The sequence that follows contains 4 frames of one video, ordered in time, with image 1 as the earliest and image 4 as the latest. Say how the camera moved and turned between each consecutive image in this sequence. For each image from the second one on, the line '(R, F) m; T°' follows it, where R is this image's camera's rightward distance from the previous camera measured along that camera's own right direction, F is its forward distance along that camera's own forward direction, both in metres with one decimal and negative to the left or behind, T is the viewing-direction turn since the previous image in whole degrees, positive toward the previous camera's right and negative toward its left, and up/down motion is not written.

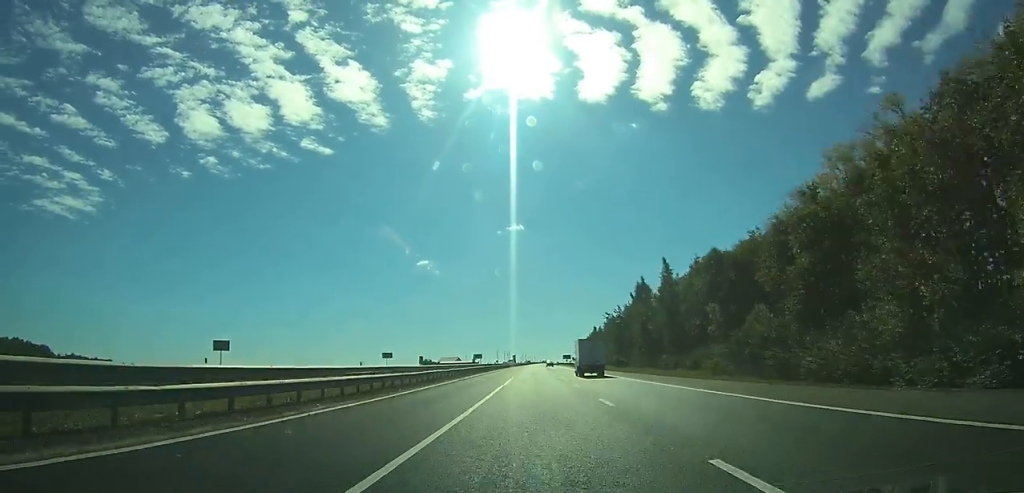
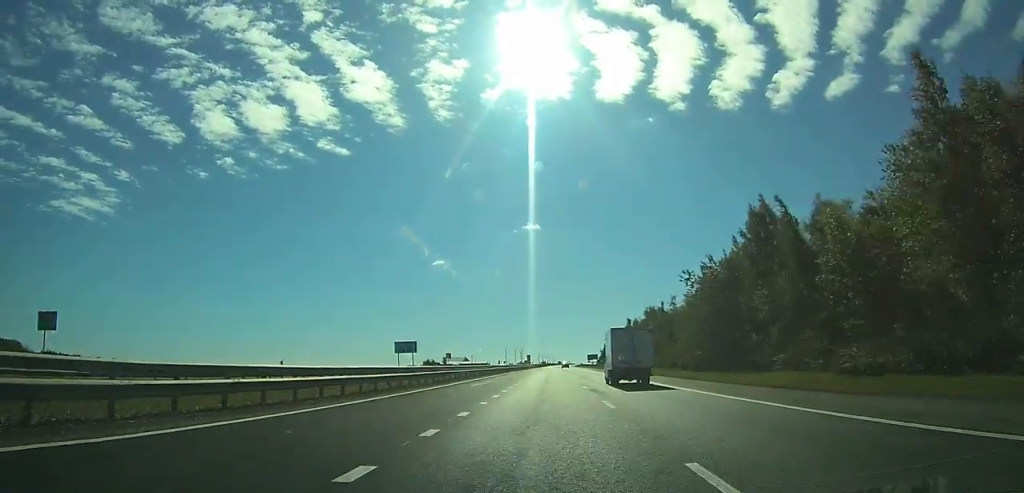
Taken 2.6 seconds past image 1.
(-1.6, +70.4) m; -2°
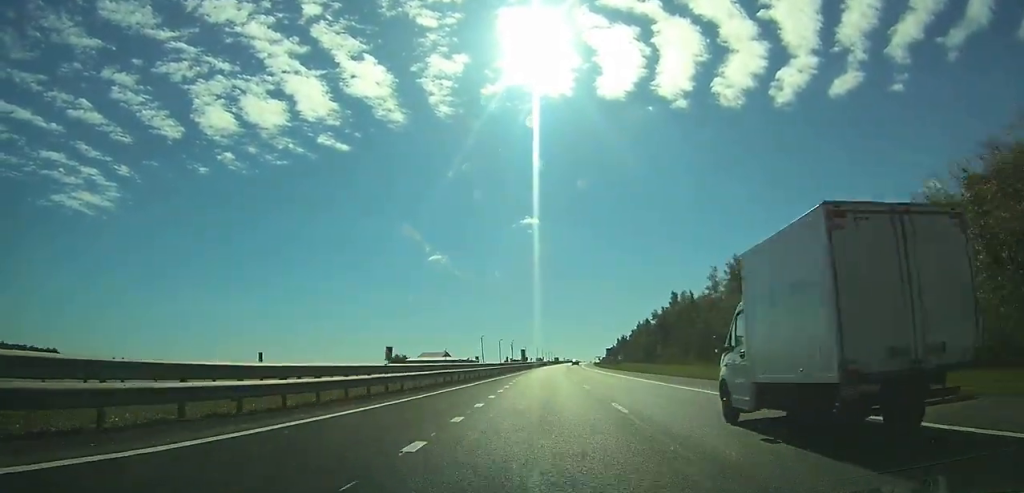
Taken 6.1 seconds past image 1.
(-1.0, +96.3) m; -1°
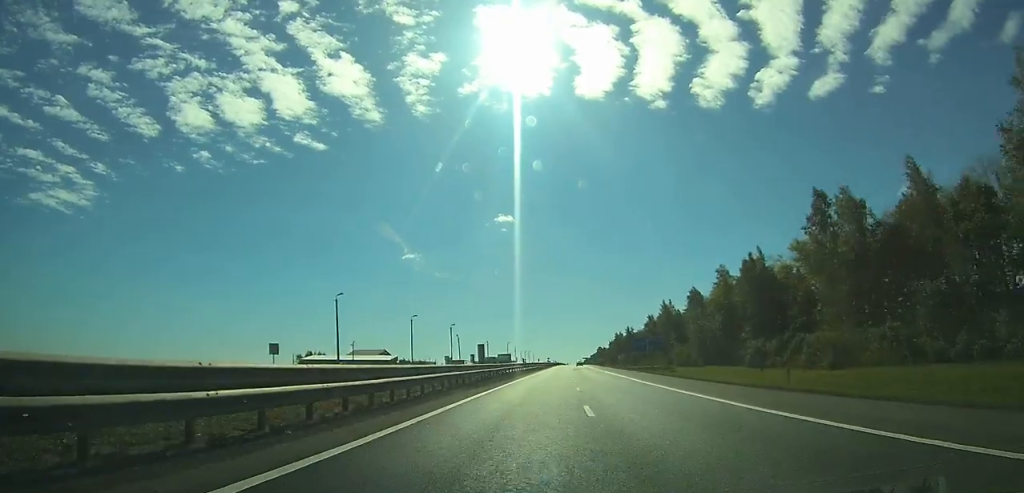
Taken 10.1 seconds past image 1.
(+0.6, +107.9) m; +1°
